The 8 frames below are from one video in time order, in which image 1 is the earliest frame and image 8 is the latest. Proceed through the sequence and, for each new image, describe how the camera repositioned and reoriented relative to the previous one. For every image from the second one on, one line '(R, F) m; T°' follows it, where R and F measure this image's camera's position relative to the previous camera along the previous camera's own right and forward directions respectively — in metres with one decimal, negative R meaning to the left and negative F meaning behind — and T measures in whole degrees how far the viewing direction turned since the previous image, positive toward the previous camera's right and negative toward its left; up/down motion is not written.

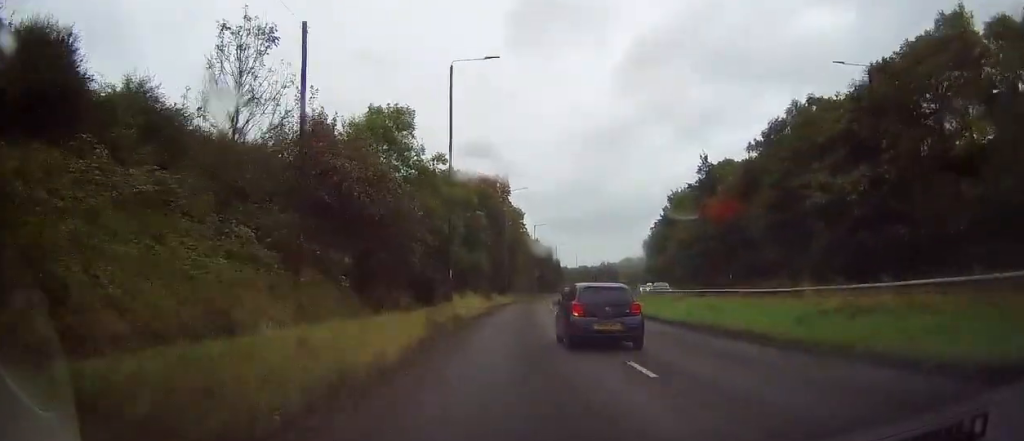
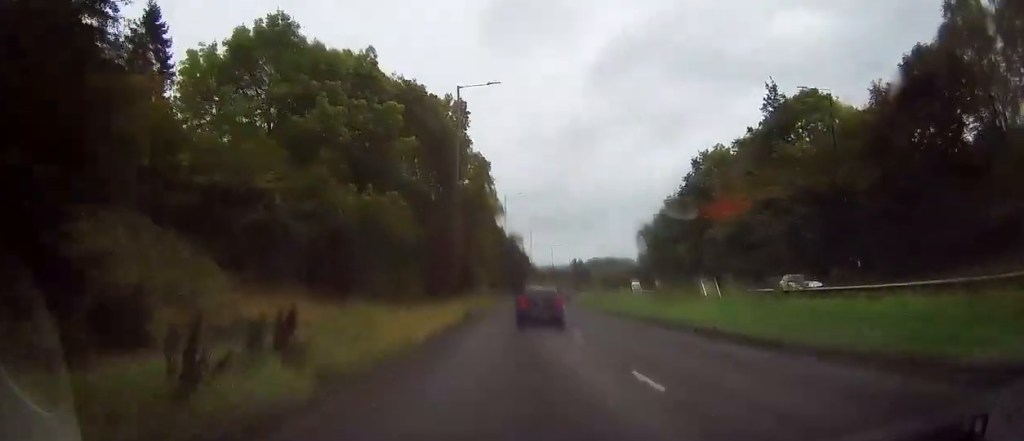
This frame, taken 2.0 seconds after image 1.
(+0.8, +37.9) m; +4°
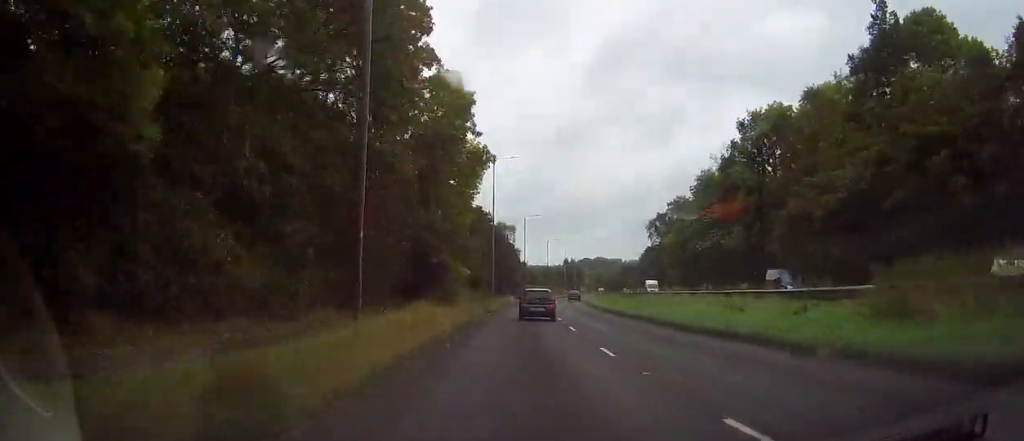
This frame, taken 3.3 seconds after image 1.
(+0.8, +22.6) m; +1°
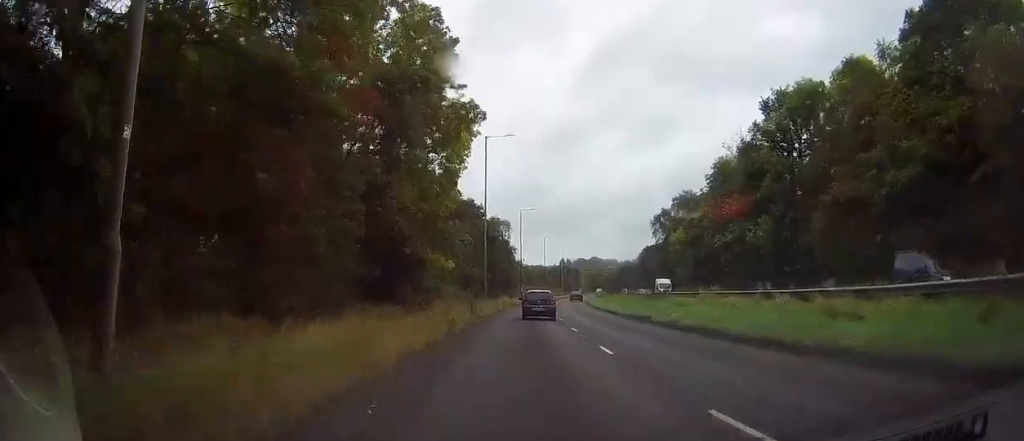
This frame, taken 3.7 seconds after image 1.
(-0.1, +8.4) m; 0°
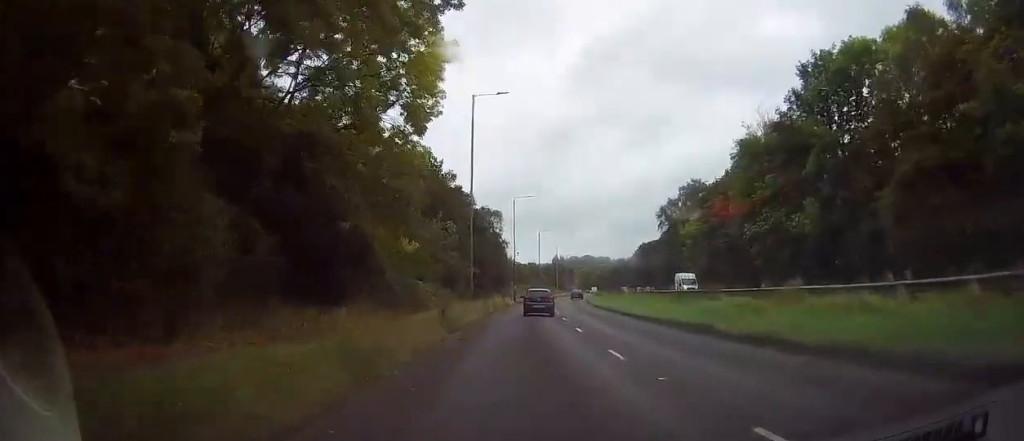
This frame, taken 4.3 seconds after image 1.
(-0.3, +10.2) m; 0°
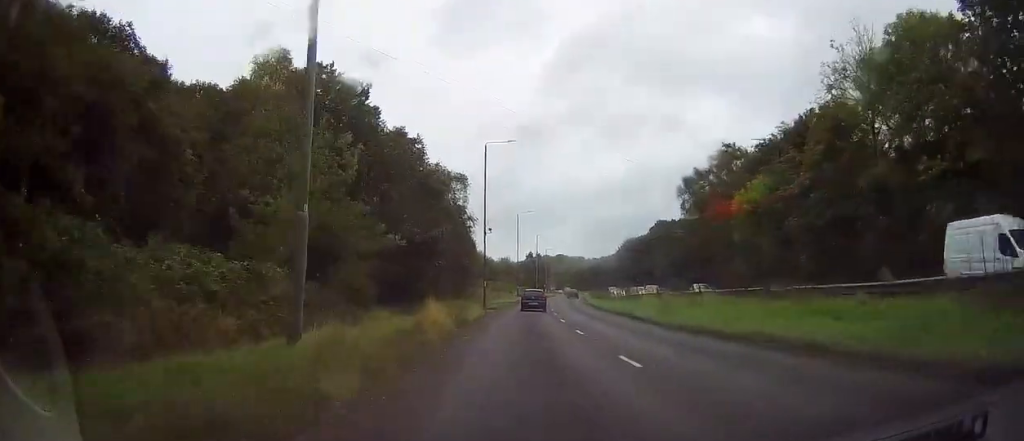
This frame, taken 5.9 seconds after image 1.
(+1.3, +28.8) m; +4°
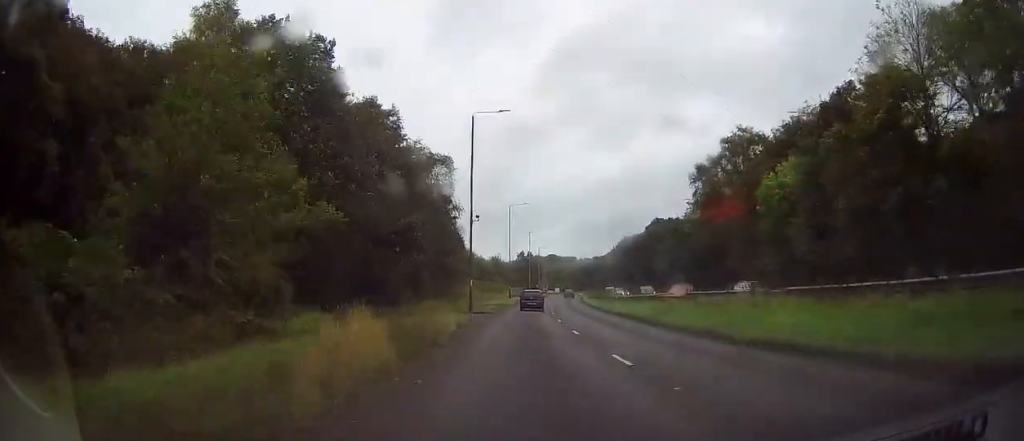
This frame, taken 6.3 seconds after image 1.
(+0.1, +8.7) m; +1°
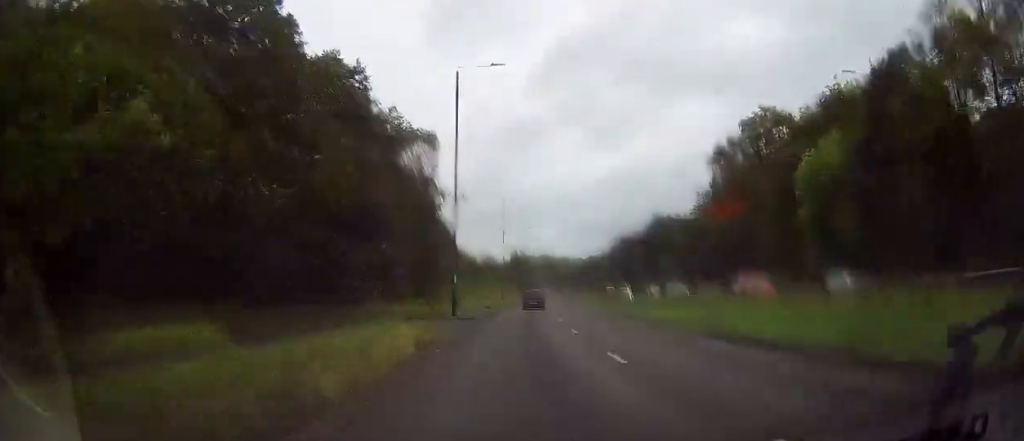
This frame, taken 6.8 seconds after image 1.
(0.0, +8.7) m; 0°
